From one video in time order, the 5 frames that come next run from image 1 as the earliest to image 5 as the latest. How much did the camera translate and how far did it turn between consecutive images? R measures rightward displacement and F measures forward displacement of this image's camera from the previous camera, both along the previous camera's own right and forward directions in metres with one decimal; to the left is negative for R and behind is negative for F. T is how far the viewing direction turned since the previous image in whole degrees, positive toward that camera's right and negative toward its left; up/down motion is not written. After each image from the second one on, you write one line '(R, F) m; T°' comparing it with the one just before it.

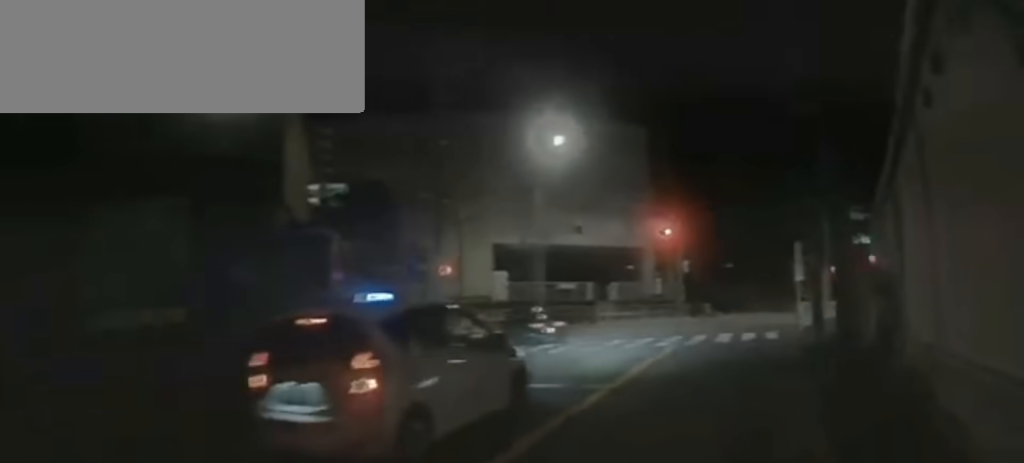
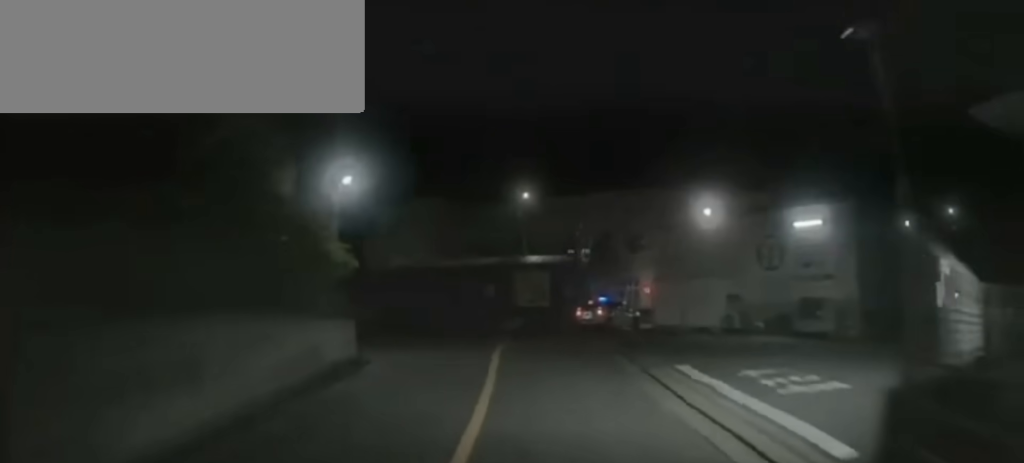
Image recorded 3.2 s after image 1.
(-7.7, +21.8) m; -28°
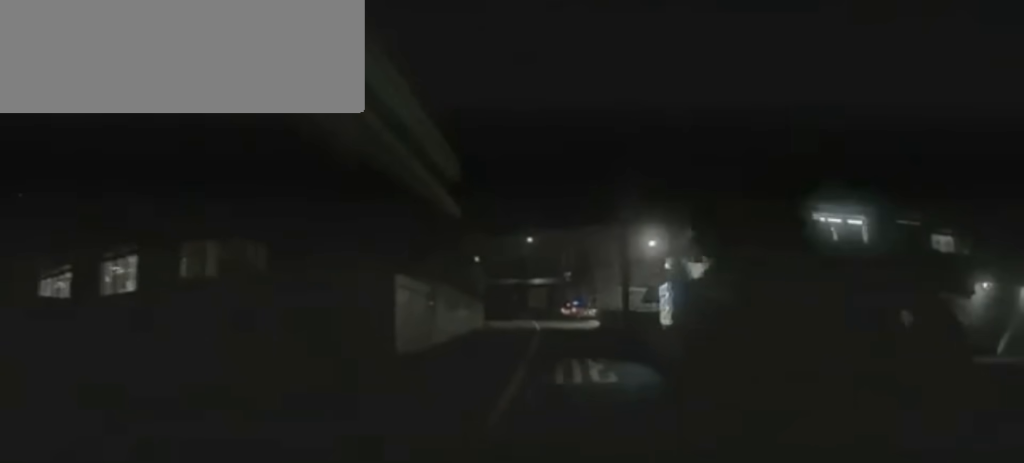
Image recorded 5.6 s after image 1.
(+0.5, +25.4) m; +1°
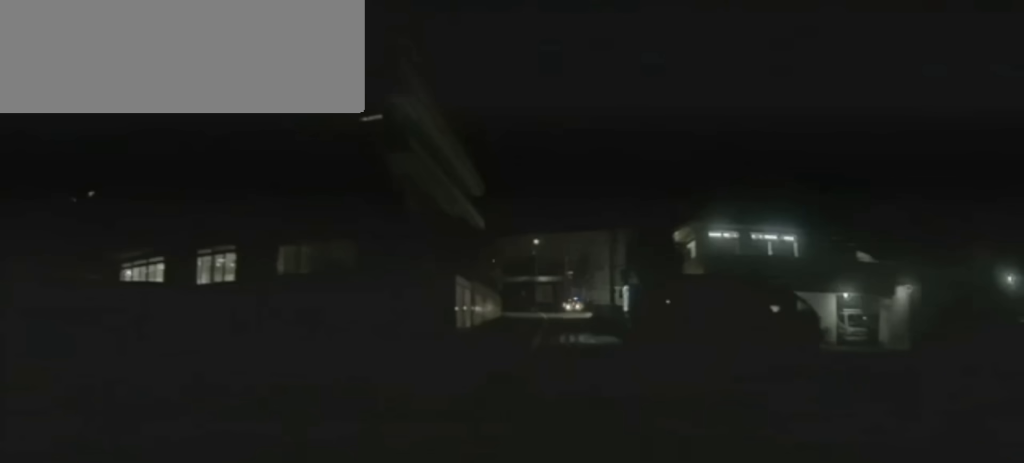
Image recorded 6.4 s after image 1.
(0.0, +9.0) m; 0°
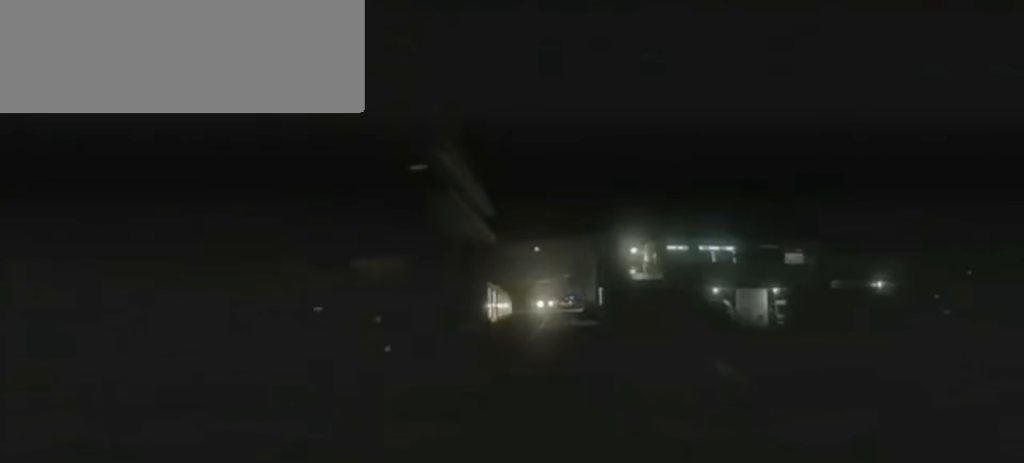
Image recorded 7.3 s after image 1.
(0.0, +11.3) m; -1°
